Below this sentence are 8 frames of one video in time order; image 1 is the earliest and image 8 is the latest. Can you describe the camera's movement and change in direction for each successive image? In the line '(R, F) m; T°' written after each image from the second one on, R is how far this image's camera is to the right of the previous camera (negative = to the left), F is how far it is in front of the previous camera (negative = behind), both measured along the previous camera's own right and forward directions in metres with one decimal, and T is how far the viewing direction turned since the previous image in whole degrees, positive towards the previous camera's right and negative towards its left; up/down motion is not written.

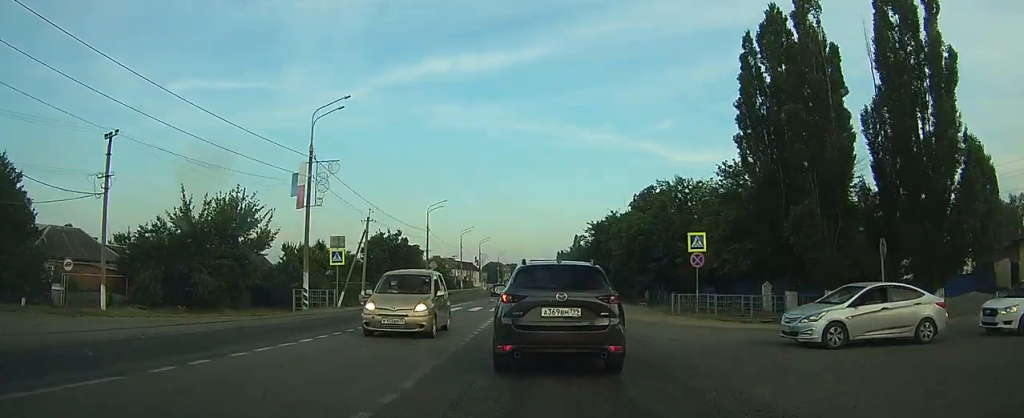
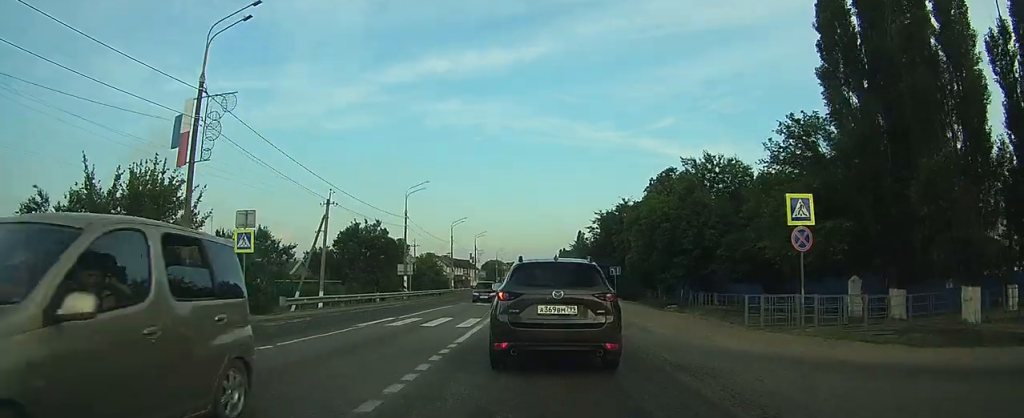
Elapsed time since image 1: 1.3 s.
(0.0, +11.5) m; -1°
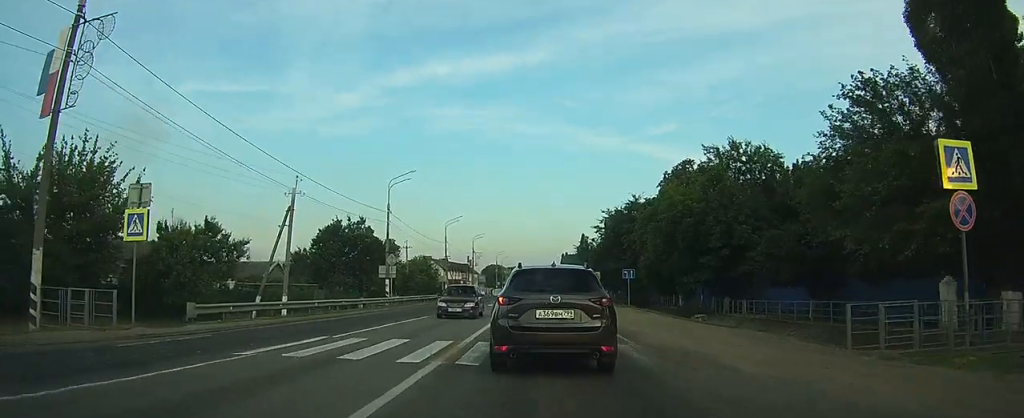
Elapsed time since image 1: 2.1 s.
(0.0, +7.3) m; 0°
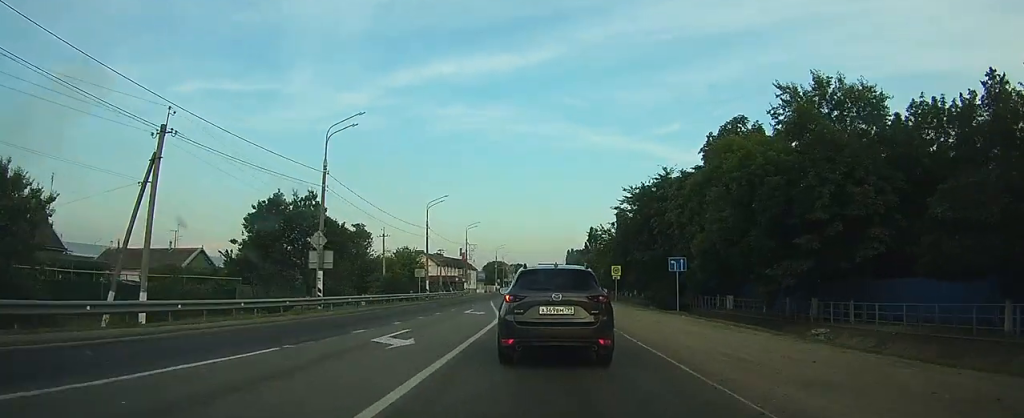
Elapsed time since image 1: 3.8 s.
(0.0, +15.6) m; 0°
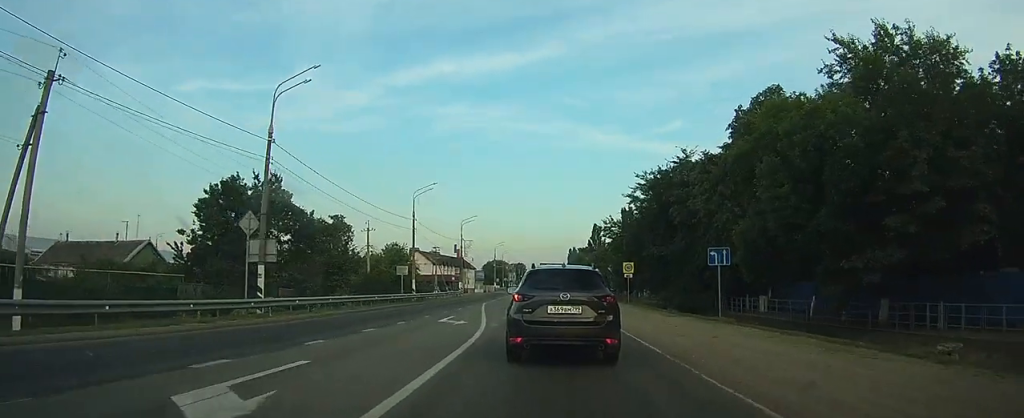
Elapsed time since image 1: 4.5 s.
(0.0, +7.1) m; 0°
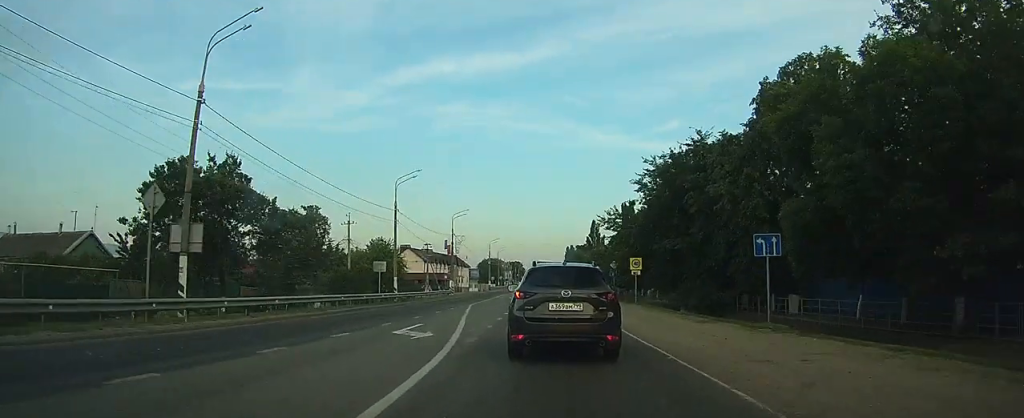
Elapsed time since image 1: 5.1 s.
(0.0, +5.7) m; 0°
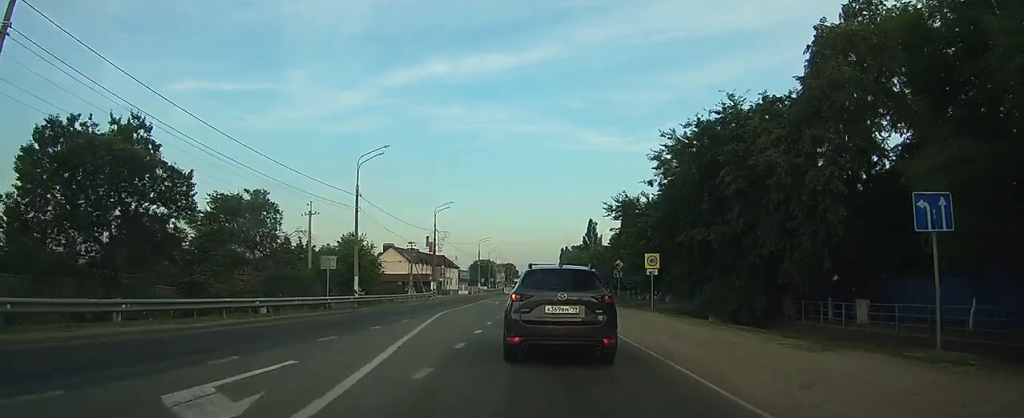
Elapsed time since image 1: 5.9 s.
(0.0, +8.8) m; 0°
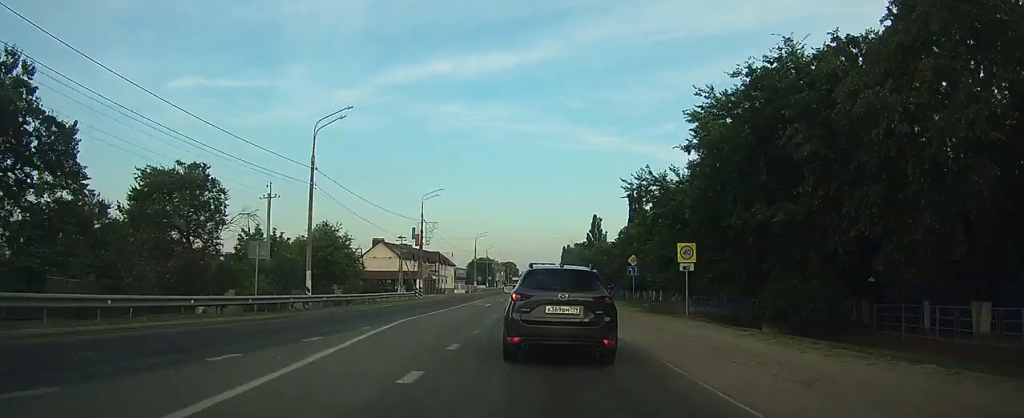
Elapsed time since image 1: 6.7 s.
(0.0, +8.3) m; 0°
